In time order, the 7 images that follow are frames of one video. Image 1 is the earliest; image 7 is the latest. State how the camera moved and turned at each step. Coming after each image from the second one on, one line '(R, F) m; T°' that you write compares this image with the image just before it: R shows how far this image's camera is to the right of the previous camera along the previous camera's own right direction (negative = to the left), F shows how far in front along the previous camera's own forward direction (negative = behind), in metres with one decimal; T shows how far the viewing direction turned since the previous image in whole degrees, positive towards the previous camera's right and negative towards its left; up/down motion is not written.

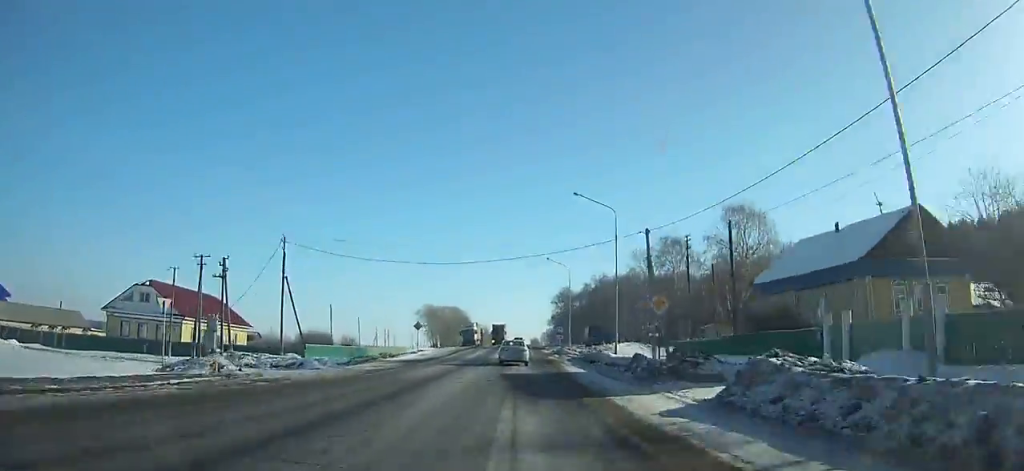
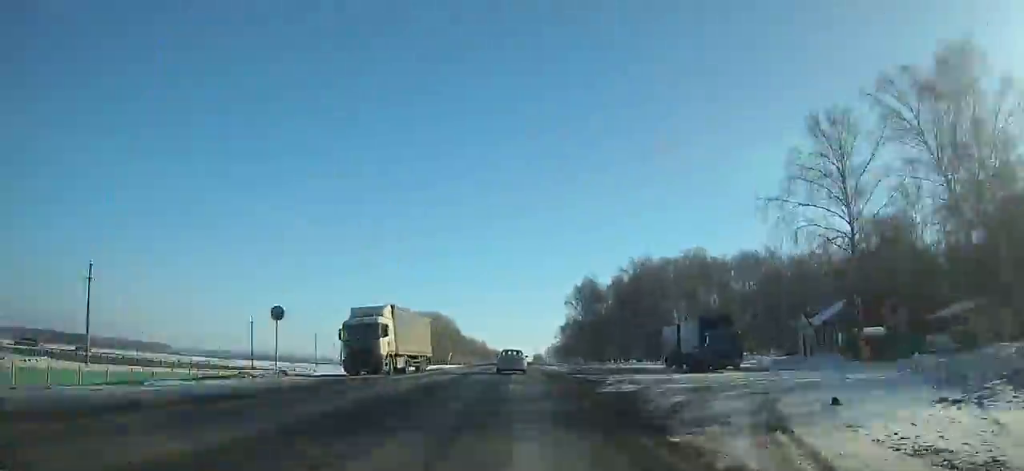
(+0.1, +66.8) m; 0°
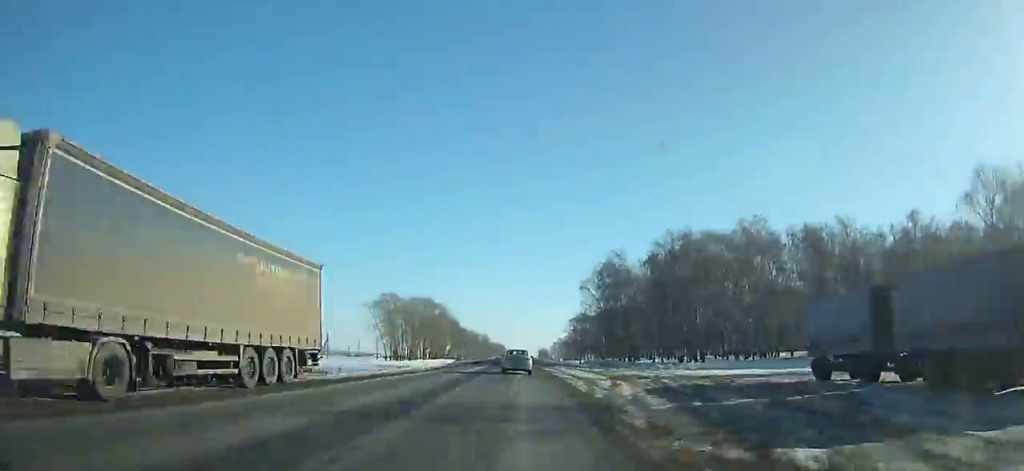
(-0.1, +27.7) m; 0°
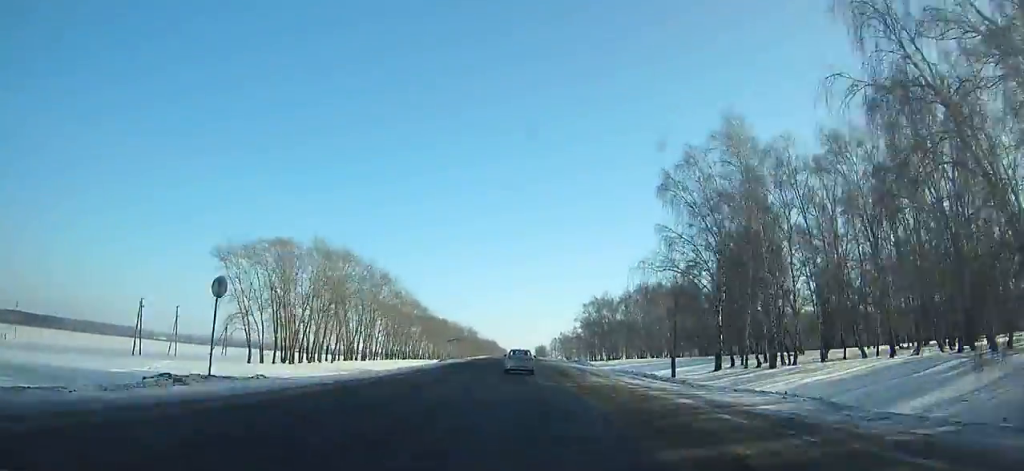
(-0.1, +81.6) m; 0°
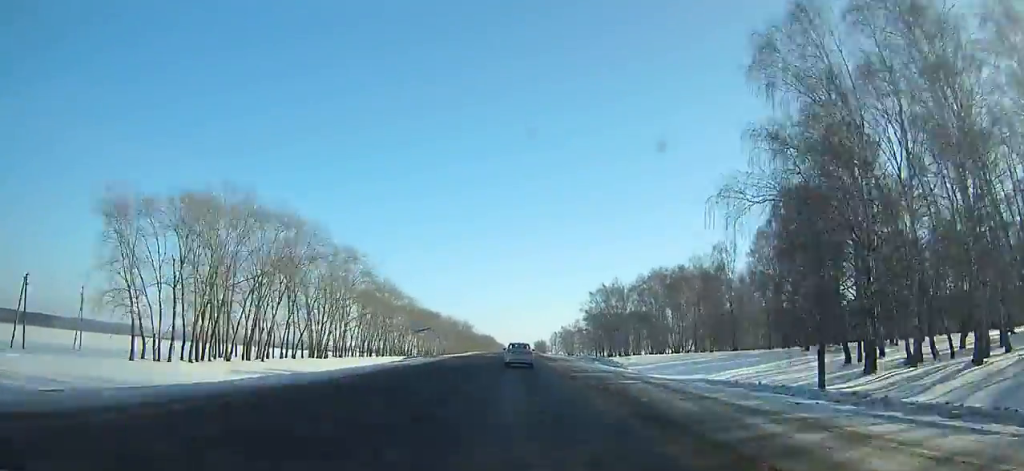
(0.0, +25.2) m; 0°
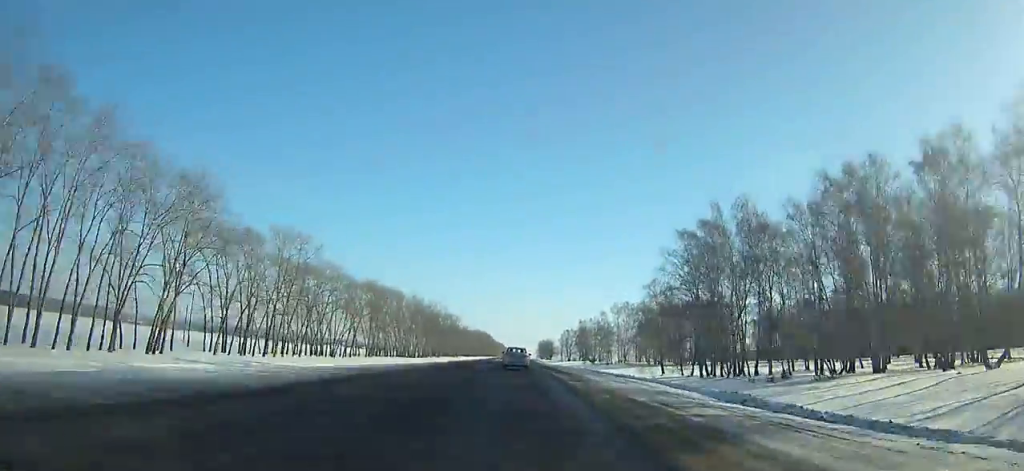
(-0.3, +101.7) m; 0°
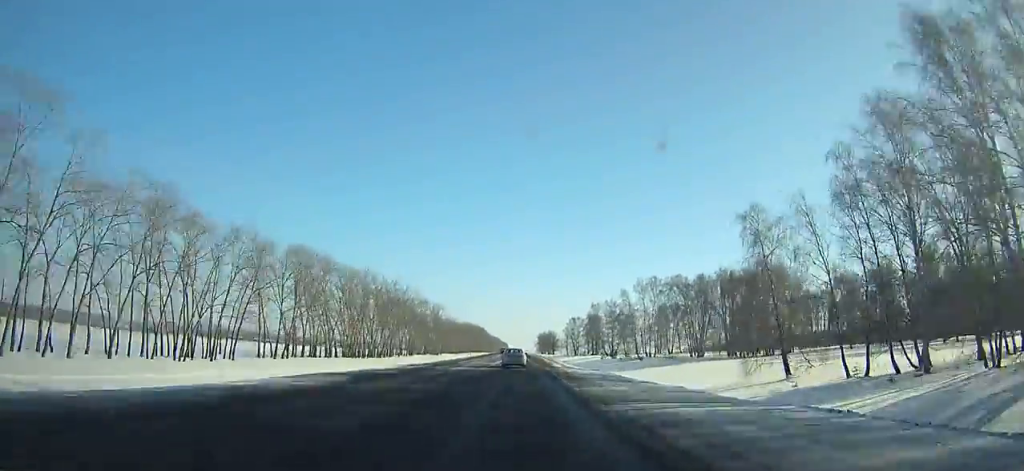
(+0.1, +57.8) m; 0°
